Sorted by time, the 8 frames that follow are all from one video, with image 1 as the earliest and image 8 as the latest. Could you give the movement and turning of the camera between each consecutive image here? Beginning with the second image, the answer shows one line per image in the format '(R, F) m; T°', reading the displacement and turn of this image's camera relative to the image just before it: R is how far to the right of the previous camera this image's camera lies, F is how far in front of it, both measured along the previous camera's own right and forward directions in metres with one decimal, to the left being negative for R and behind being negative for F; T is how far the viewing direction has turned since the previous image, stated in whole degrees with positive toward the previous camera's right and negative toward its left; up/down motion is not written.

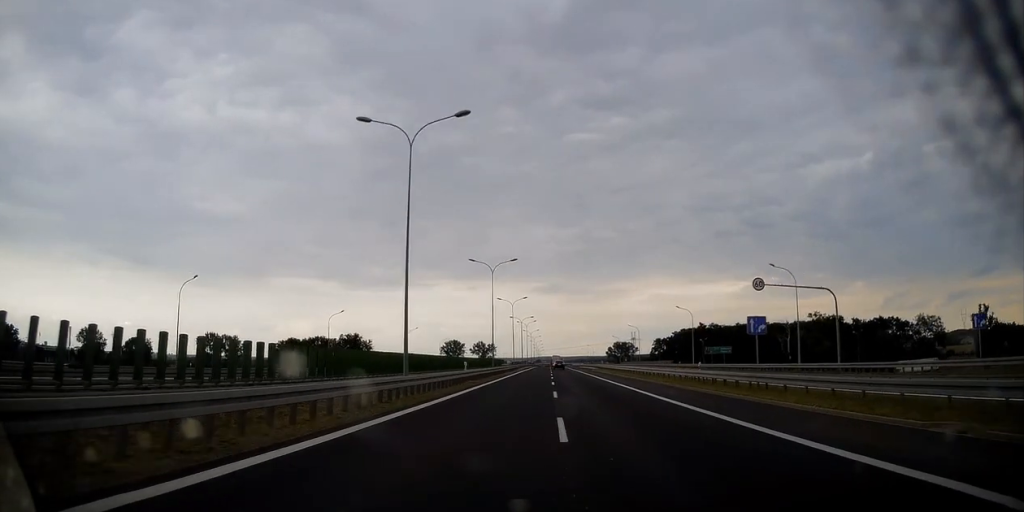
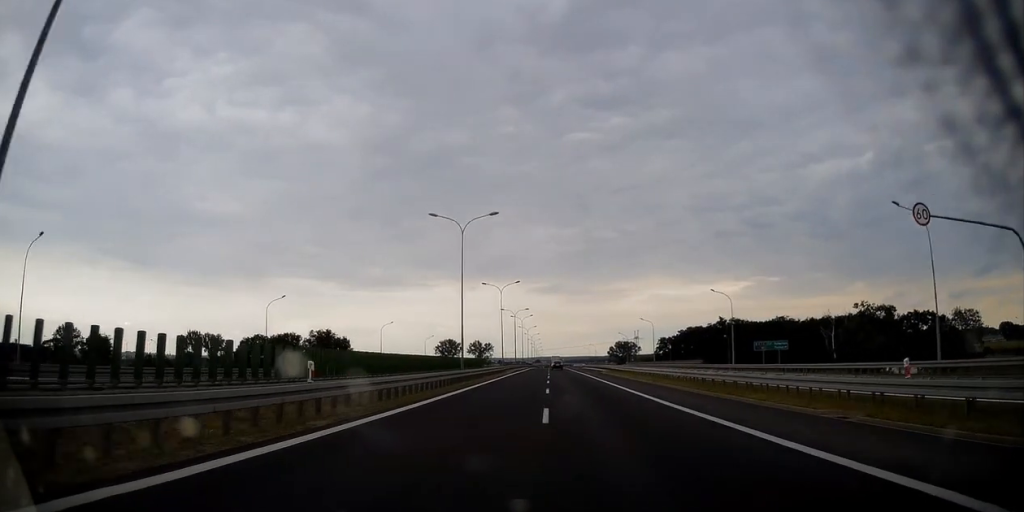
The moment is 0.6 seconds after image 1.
(+0.1, +21.0) m; 0°
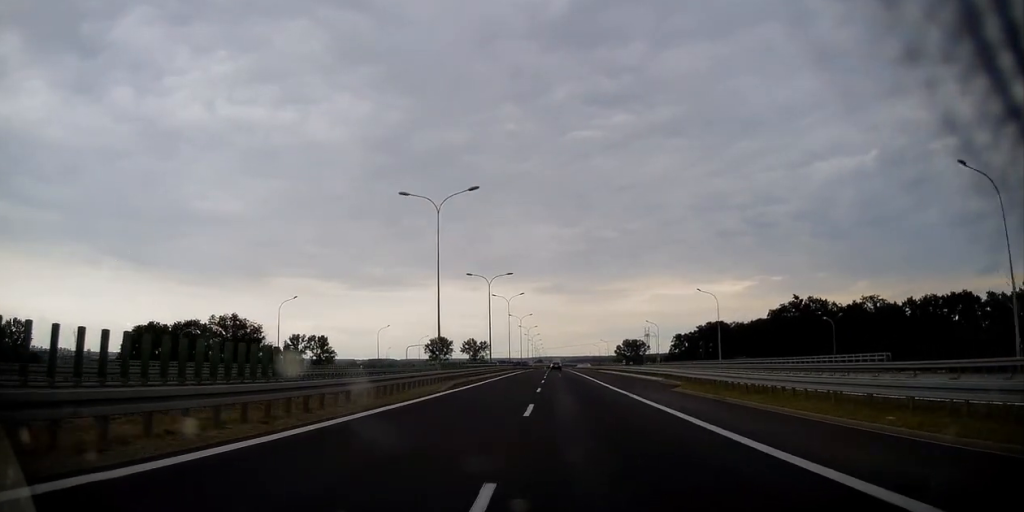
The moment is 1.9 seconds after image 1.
(-0.2, +46.5) m; 0°
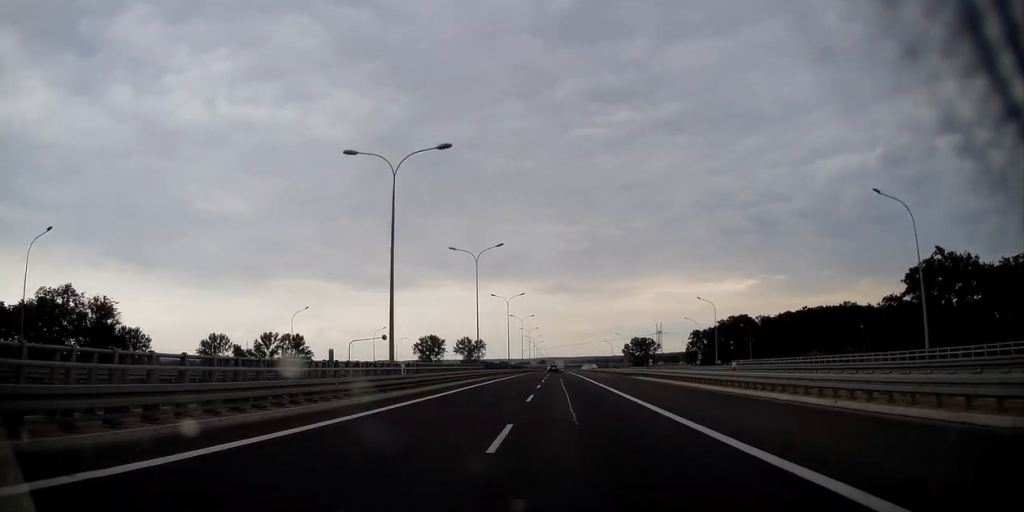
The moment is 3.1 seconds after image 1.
(-0.1, +41.8) m; 0°
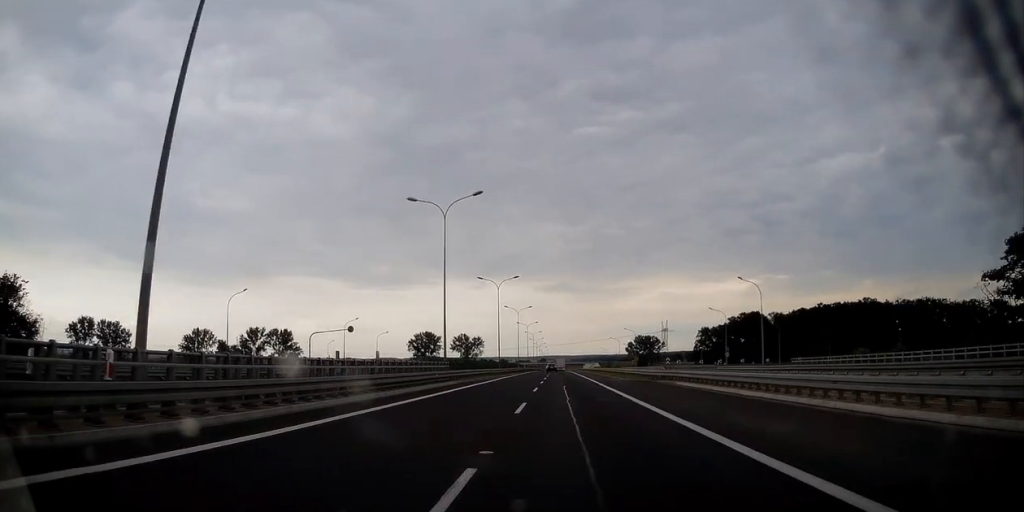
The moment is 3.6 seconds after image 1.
(+0.1, +17.4) m; 0°
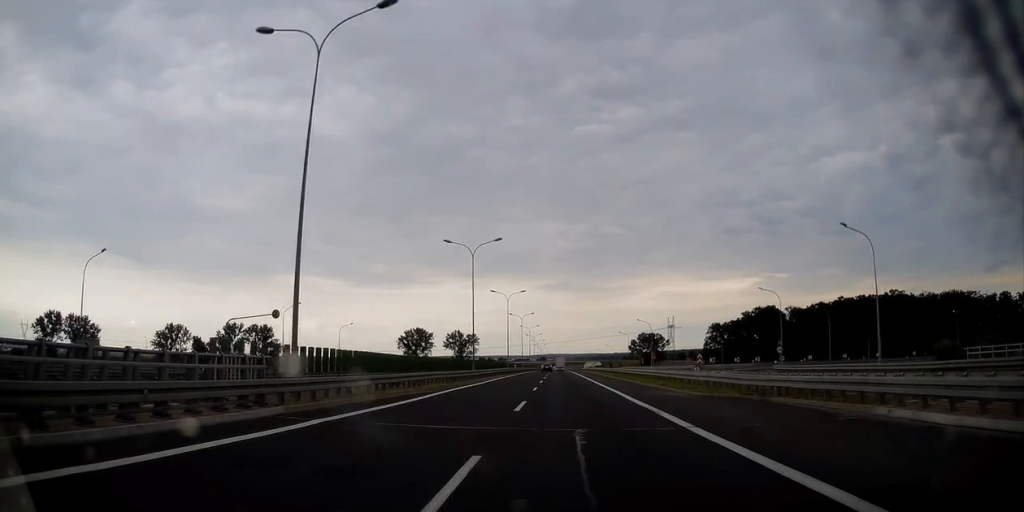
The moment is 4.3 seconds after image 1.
(-0.1, +23.2) m; 0°
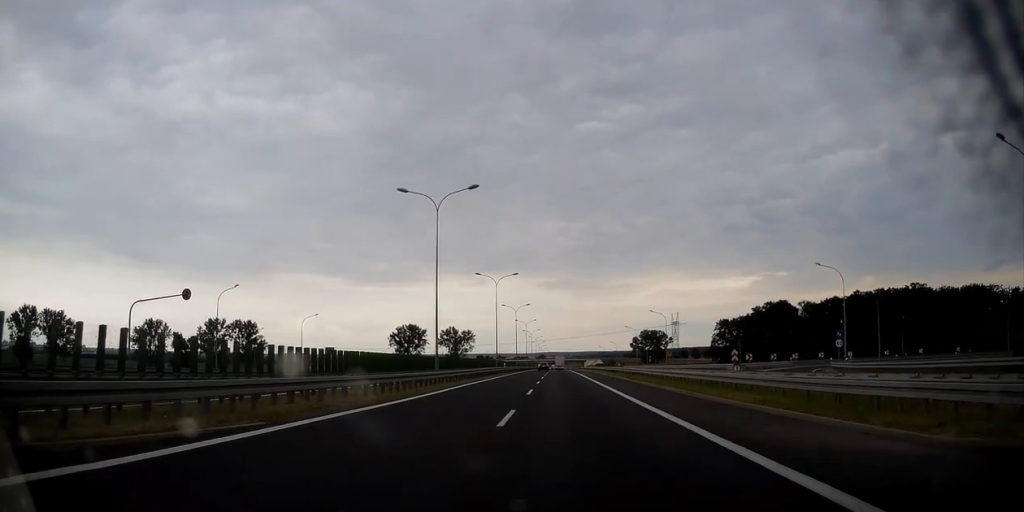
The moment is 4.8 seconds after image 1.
(0.0, +16.2) m; 0°
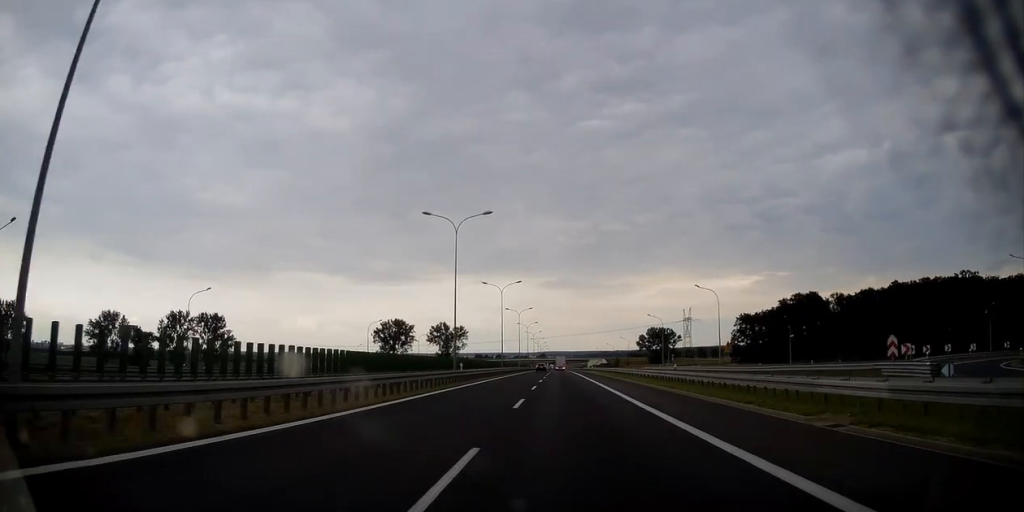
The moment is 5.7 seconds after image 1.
(-0.1, +31.3) m; 0°
